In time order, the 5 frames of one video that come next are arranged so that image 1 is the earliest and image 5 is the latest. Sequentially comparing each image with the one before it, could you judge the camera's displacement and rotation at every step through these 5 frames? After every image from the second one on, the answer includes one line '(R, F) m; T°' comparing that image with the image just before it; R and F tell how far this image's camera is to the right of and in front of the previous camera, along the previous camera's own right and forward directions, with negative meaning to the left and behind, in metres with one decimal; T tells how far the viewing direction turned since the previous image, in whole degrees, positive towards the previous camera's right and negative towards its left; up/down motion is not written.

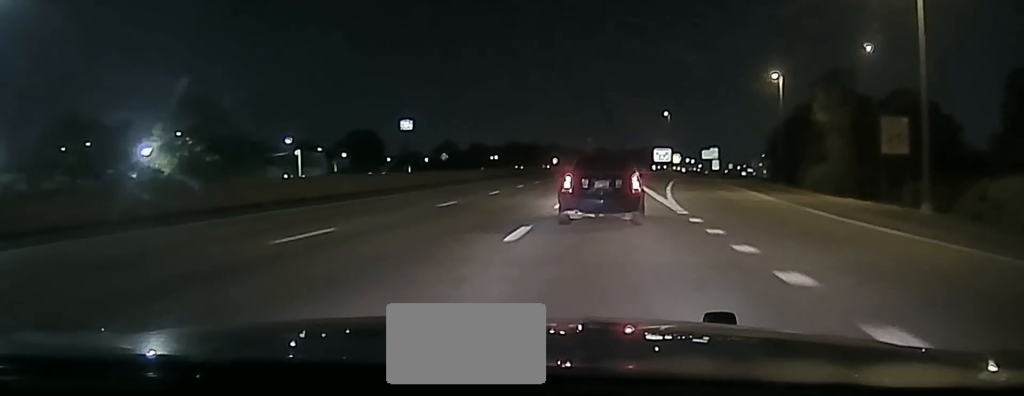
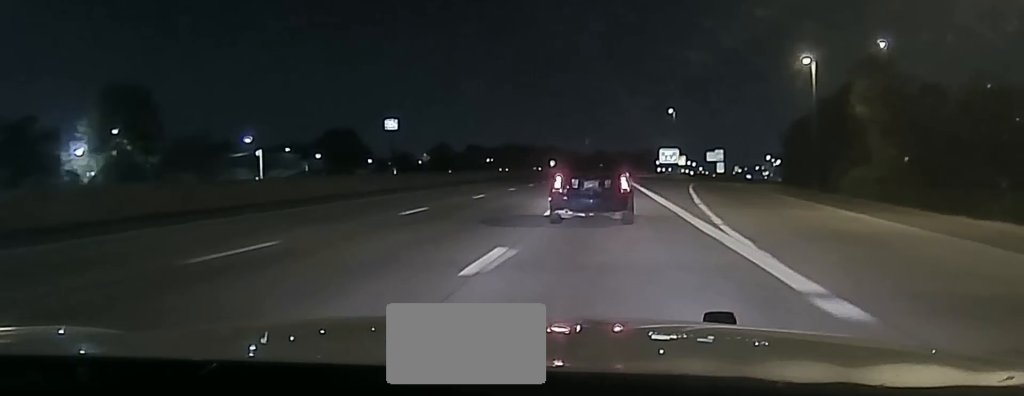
(+0.1, +15.6) m; 0°
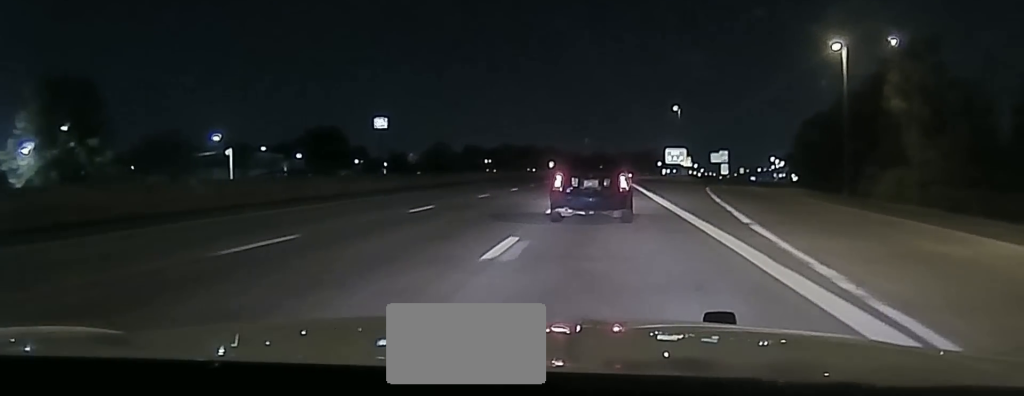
(0.0, +9.6) m; 0°
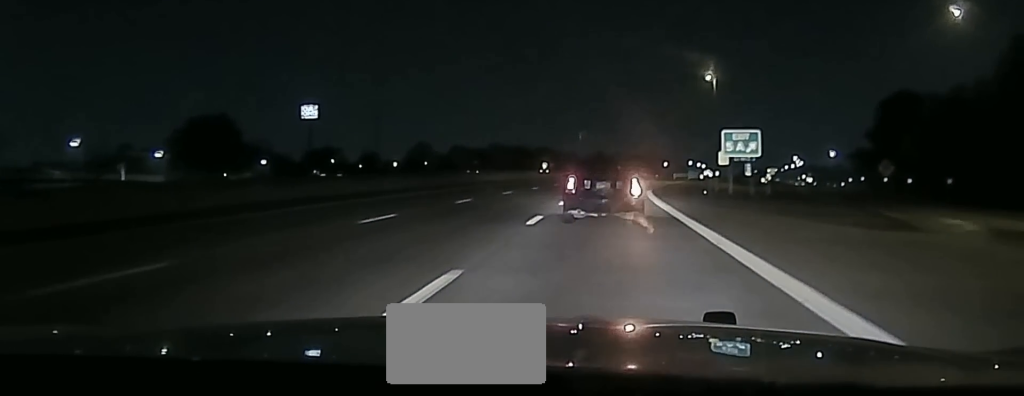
(+0.1, +51.2) m; 0°
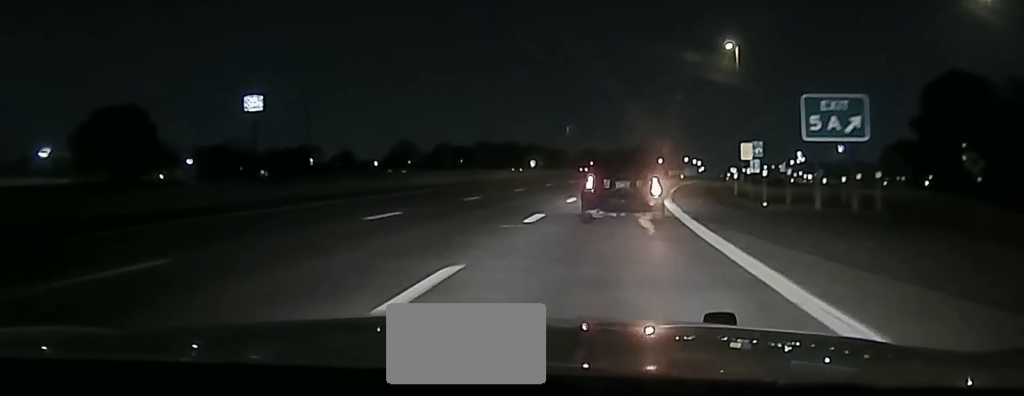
(0.0, +25.4) m; 0°
